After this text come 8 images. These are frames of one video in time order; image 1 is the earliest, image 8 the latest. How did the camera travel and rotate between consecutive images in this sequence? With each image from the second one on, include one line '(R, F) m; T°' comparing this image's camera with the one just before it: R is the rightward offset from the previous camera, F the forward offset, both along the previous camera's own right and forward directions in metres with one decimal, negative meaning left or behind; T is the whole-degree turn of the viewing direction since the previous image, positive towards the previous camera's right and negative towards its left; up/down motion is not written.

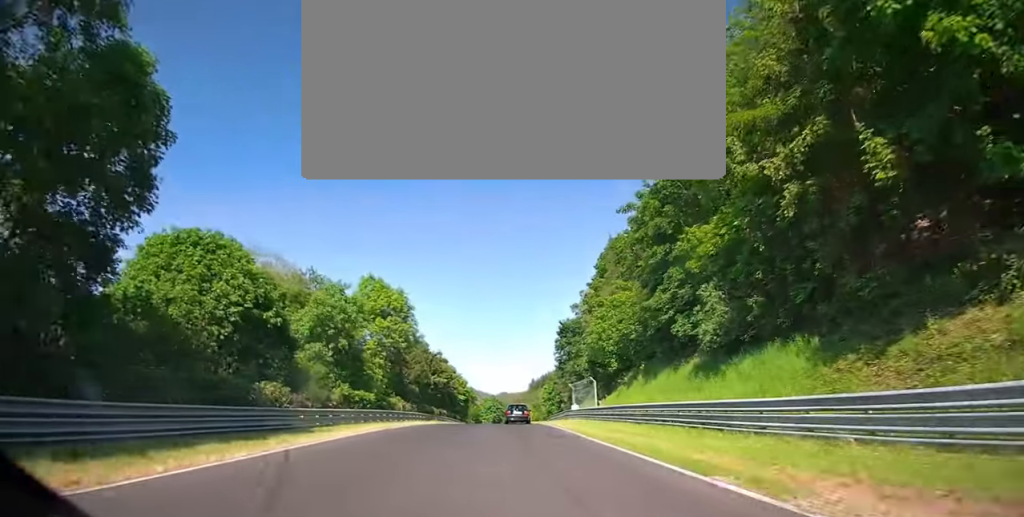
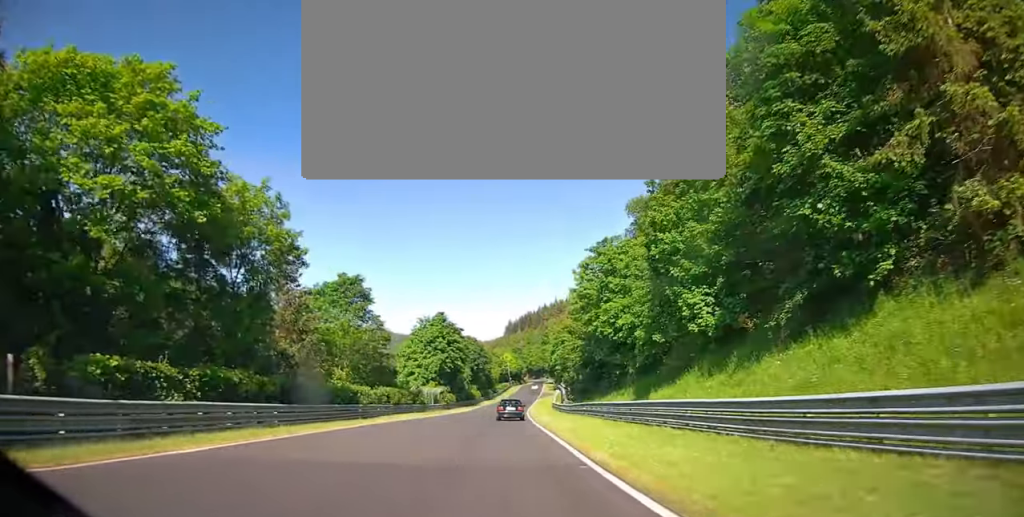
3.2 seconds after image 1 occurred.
(+2.1, +99.8) m; +2°
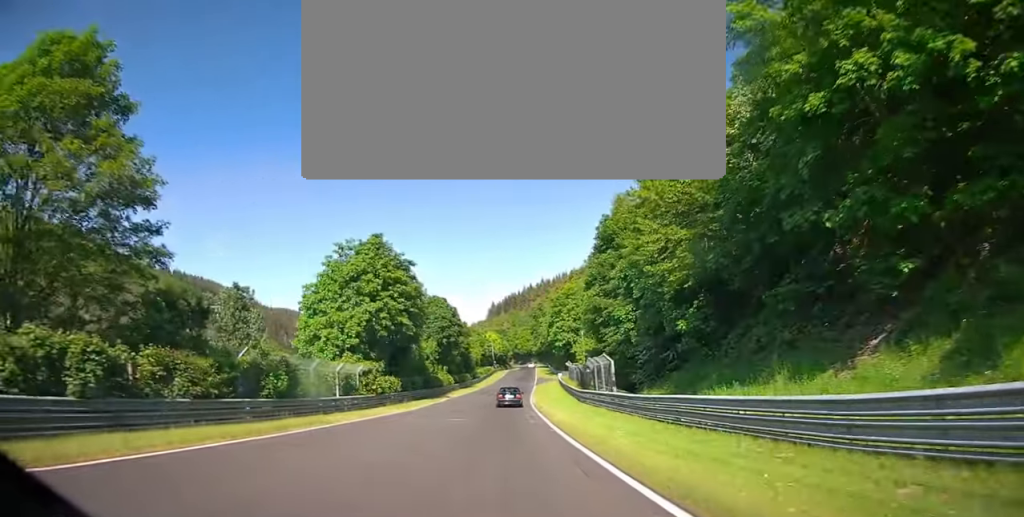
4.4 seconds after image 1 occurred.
(-0.1, +34.7) m; +1°
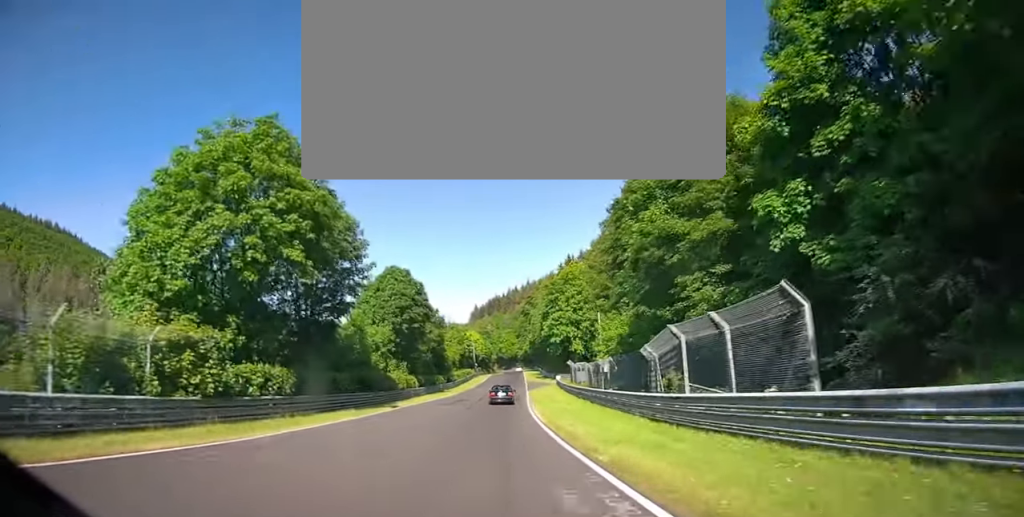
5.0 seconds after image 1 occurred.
(+0.2, +21.1) m; +1°
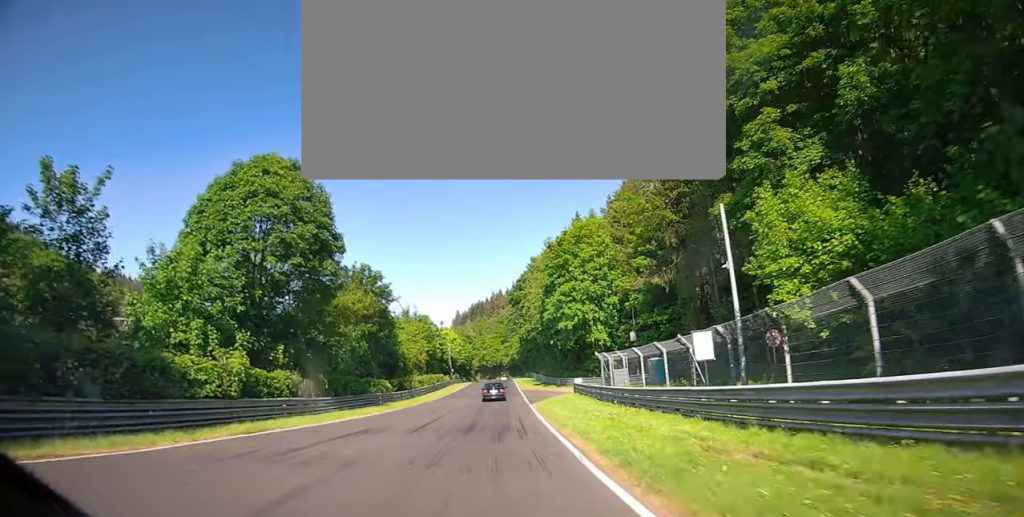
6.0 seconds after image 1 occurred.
(+0.4, +30.4) m; +2°
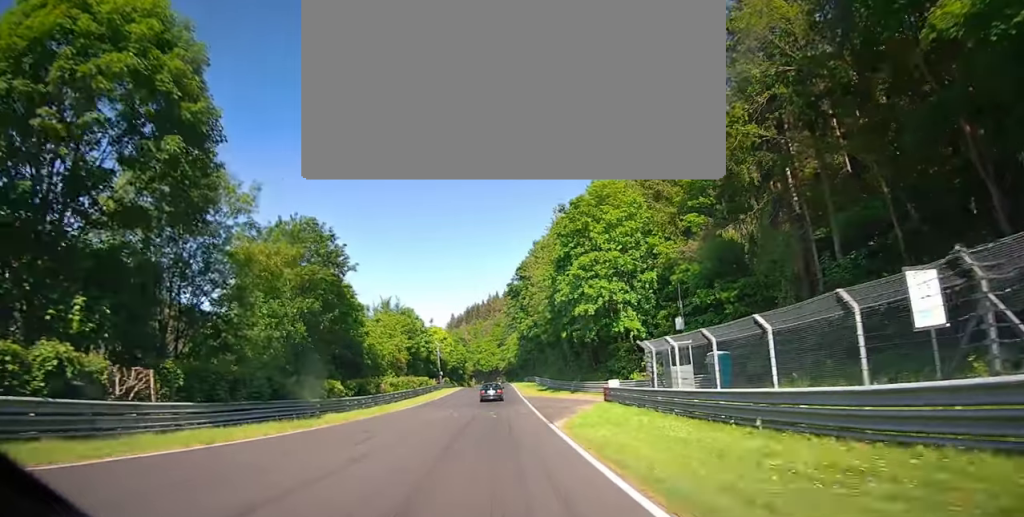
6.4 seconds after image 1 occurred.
(-0.1, +15.0) m; +1°
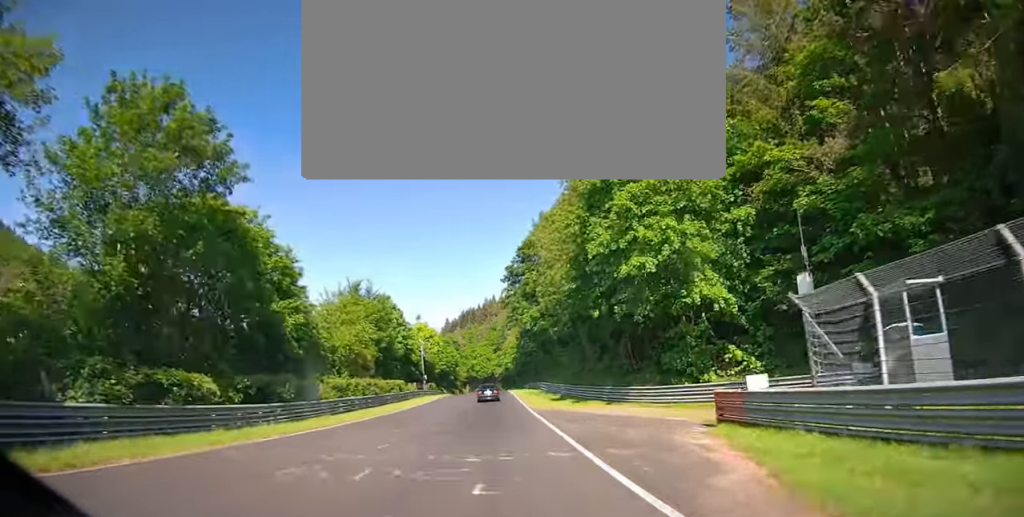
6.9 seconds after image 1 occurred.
(+0.2, +17.2) m; +1°
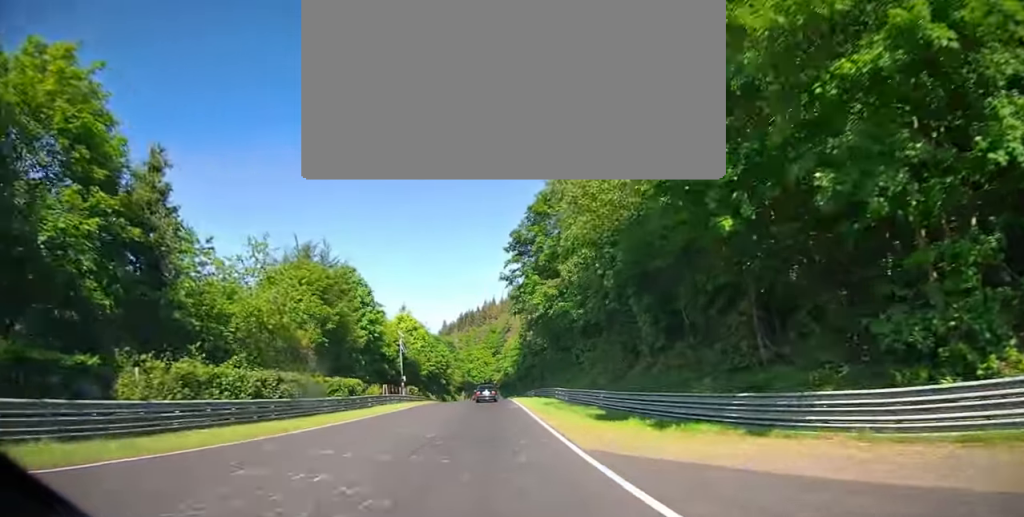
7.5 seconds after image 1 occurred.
(+0.4, +18.5) m; +1°
